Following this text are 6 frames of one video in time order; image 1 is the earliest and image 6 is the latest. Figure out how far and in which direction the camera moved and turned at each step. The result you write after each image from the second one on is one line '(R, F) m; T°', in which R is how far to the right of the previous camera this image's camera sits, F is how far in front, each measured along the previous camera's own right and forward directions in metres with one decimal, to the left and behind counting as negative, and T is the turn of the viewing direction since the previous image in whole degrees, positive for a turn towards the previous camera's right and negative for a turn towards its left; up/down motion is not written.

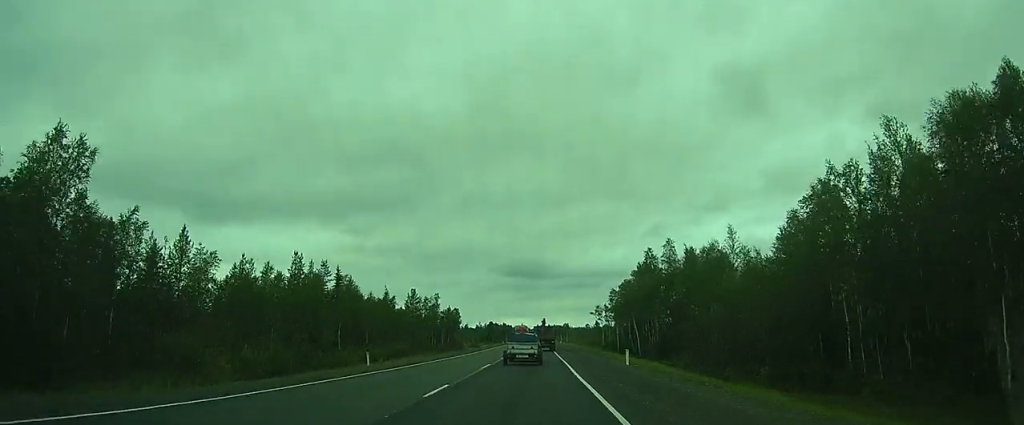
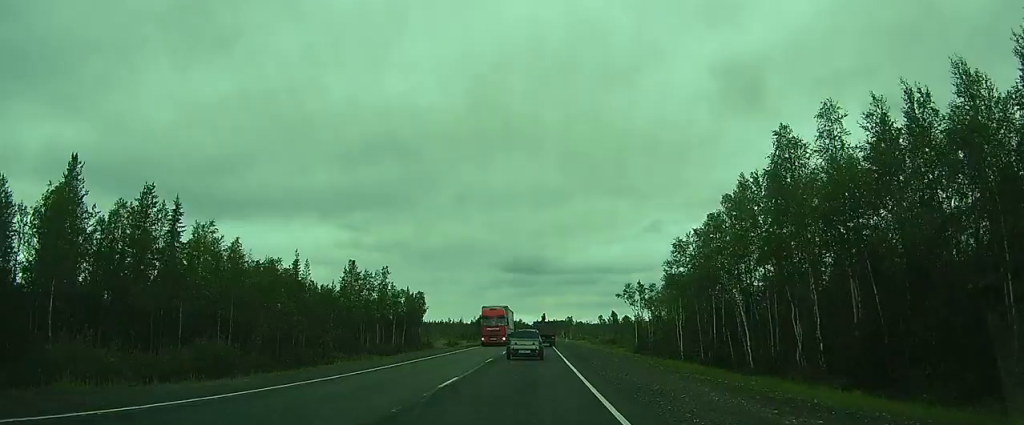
(-0.6, +31.2) m; -3°
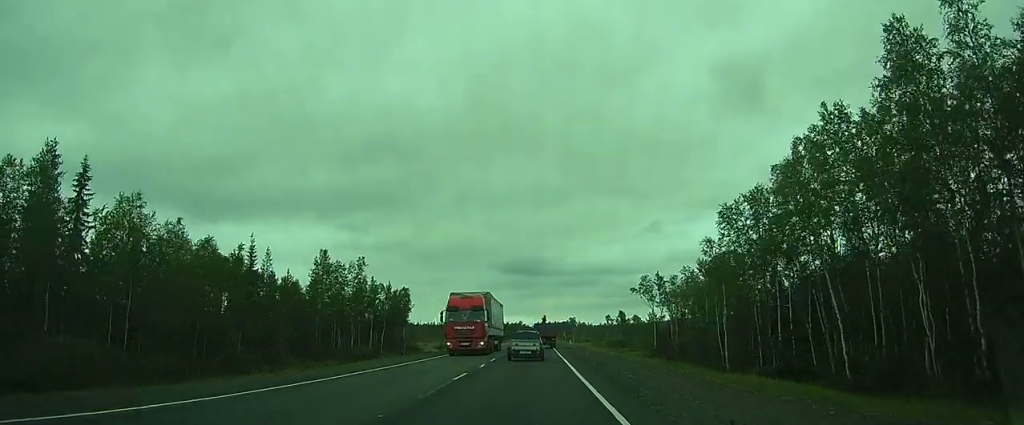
(-0.2, +8.9) m; -1°
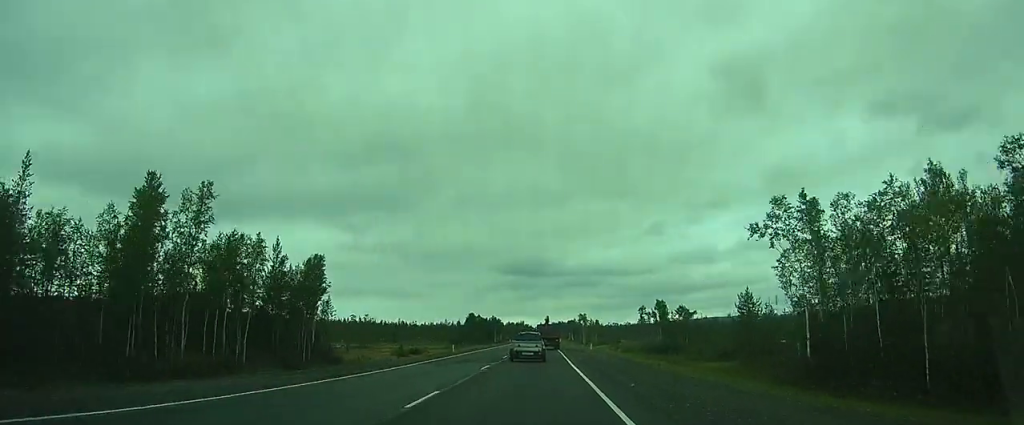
(+0.1, +27.6) m; +1°
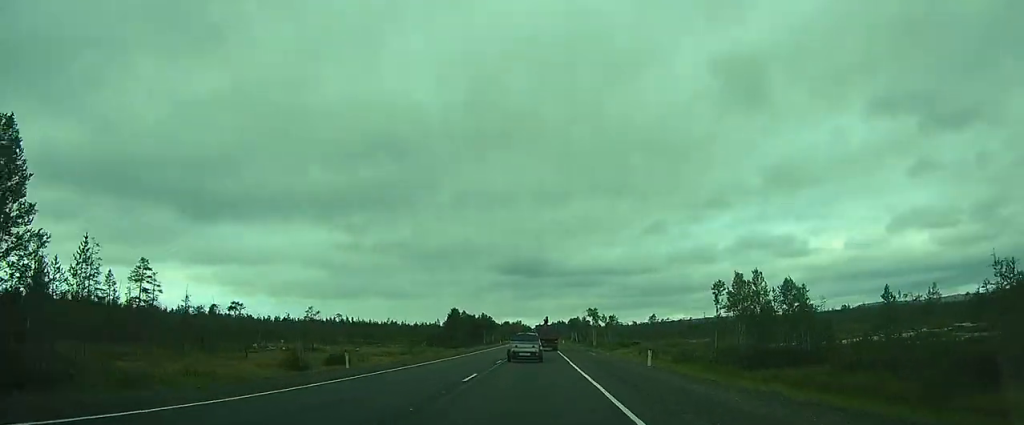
(+0.2, +27.2) m; 0°
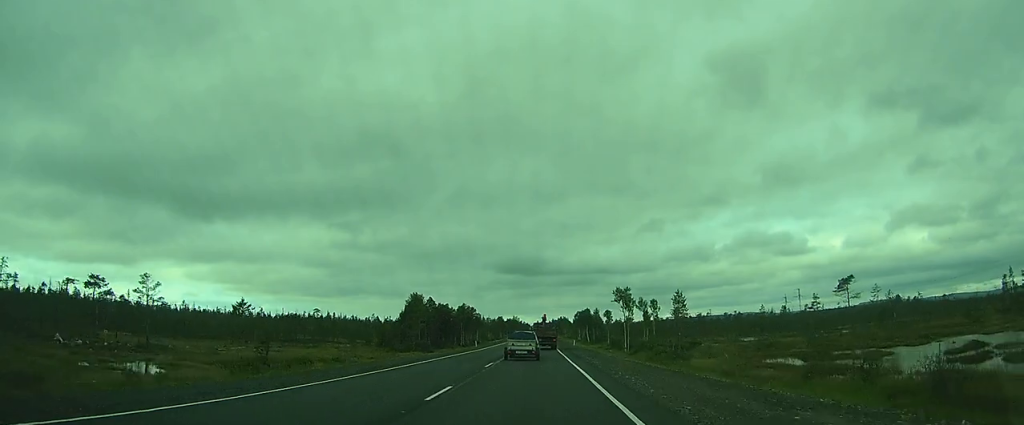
(-0.1, +38.2) m; 0°
